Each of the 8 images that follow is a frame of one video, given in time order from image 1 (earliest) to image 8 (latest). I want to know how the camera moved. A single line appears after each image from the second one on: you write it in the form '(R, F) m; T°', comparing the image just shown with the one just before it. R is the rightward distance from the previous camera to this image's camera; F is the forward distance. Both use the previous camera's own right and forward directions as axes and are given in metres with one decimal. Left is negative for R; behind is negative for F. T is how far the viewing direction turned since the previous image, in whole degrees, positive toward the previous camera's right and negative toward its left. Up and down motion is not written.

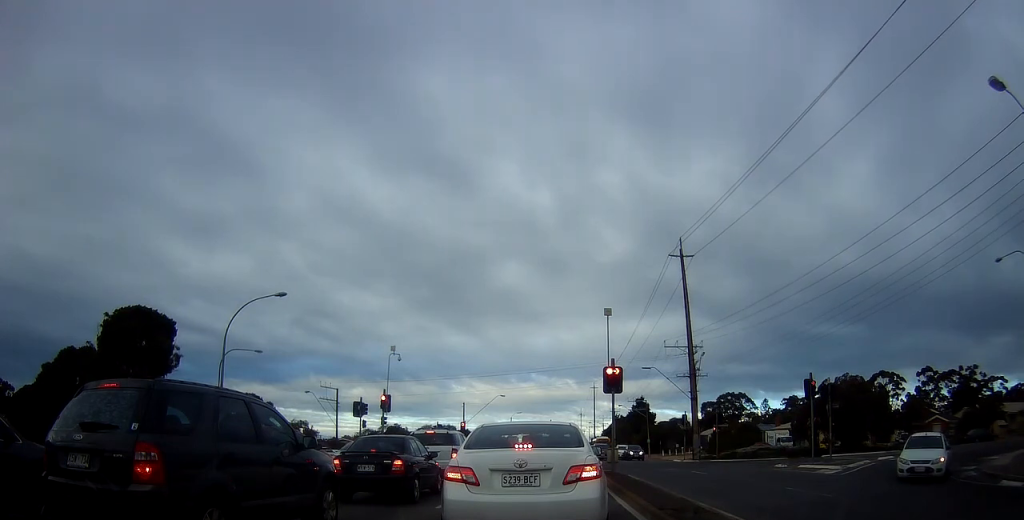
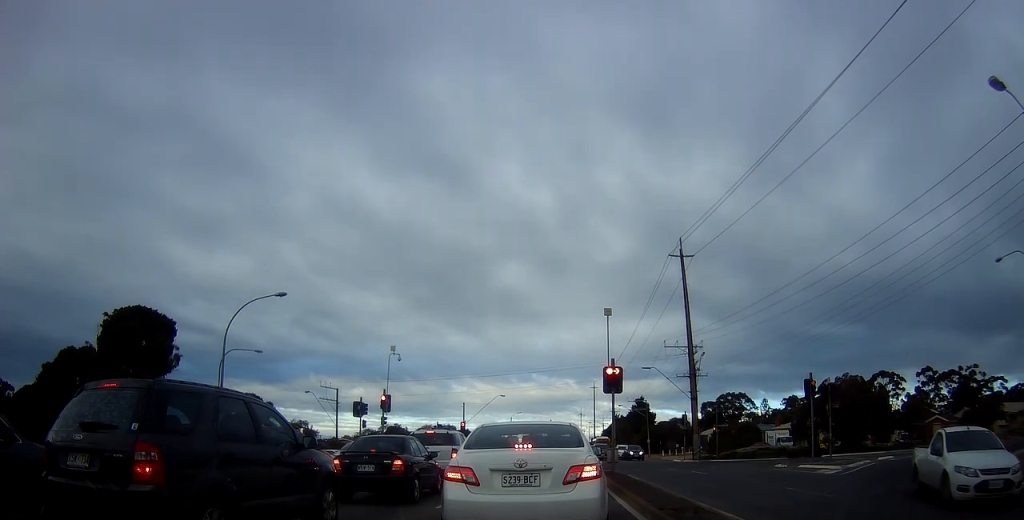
(0.0, 0.0) m; 0°
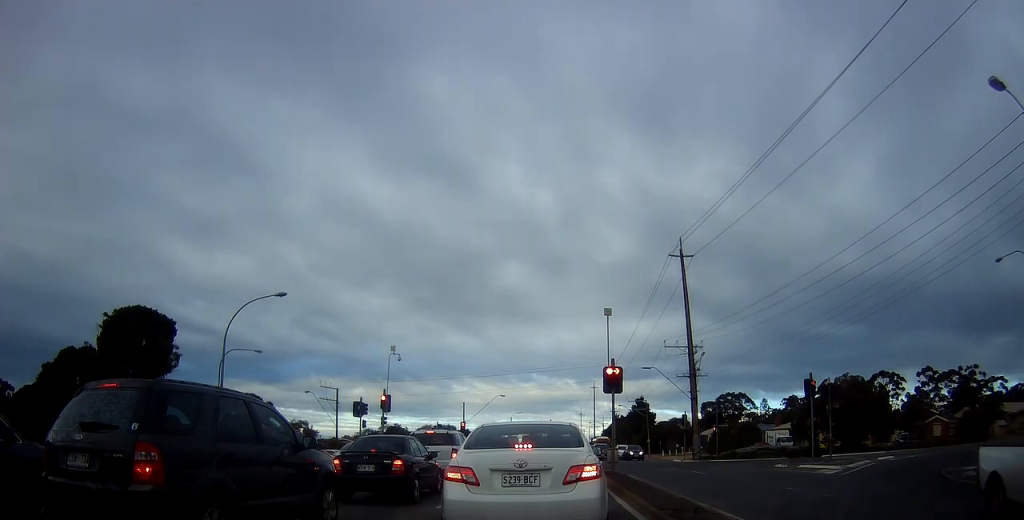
(0.0, 0.0) m; 0°
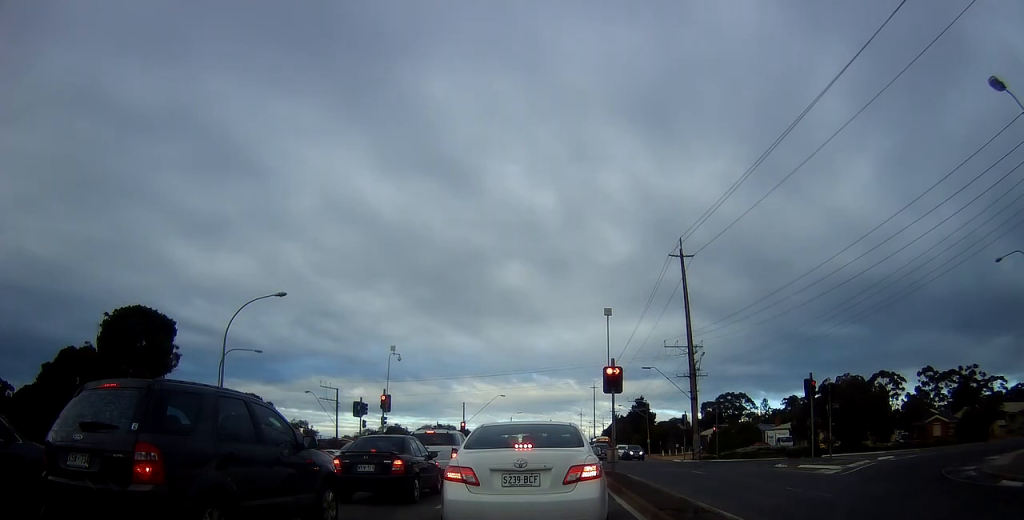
(0.0, 0.0) m; 0°
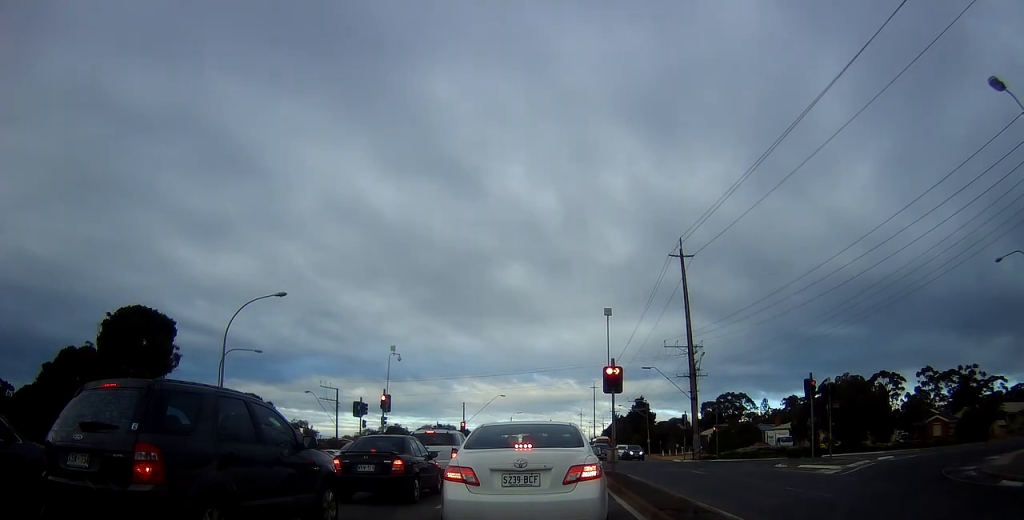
(0.0, 0.0) m; 0°
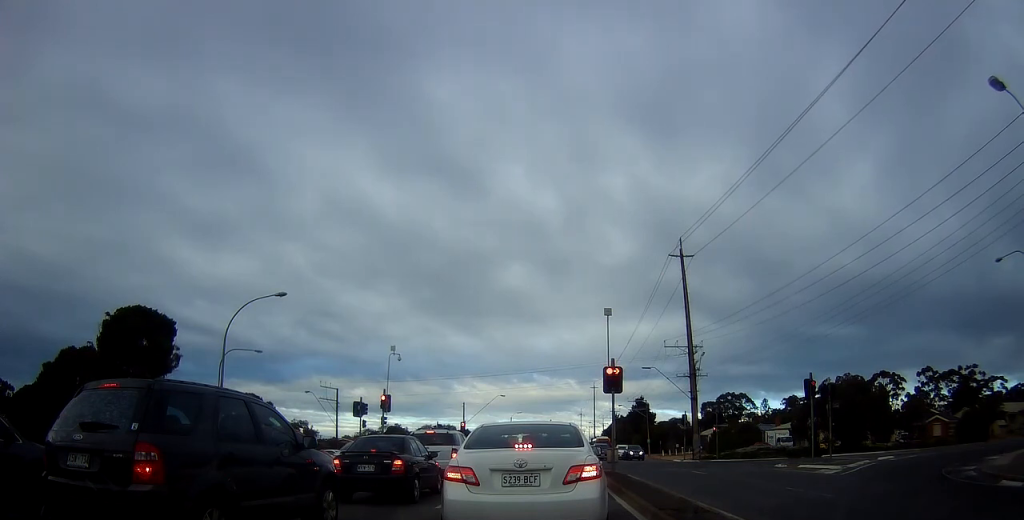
(0.0, 0.0) m; 0°
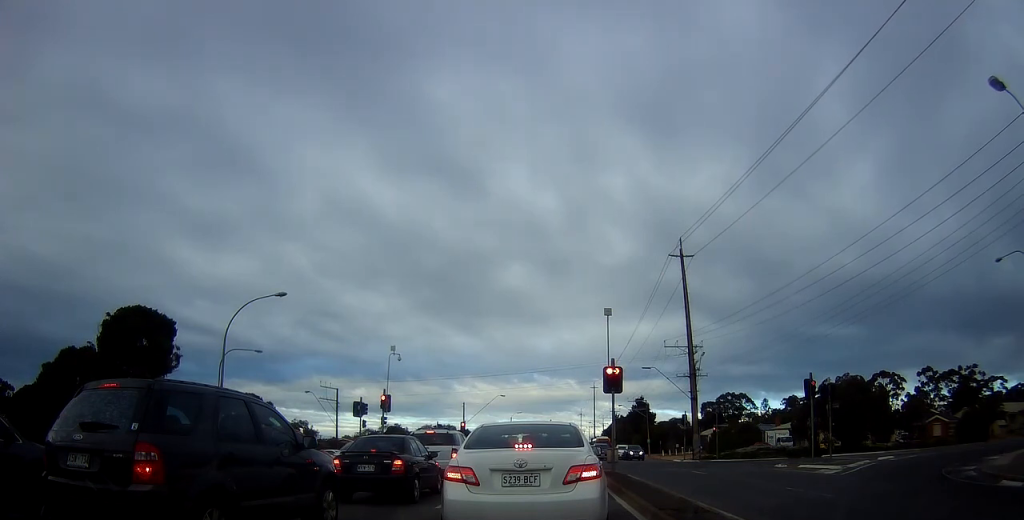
(0.0, 0.0) m; 0°
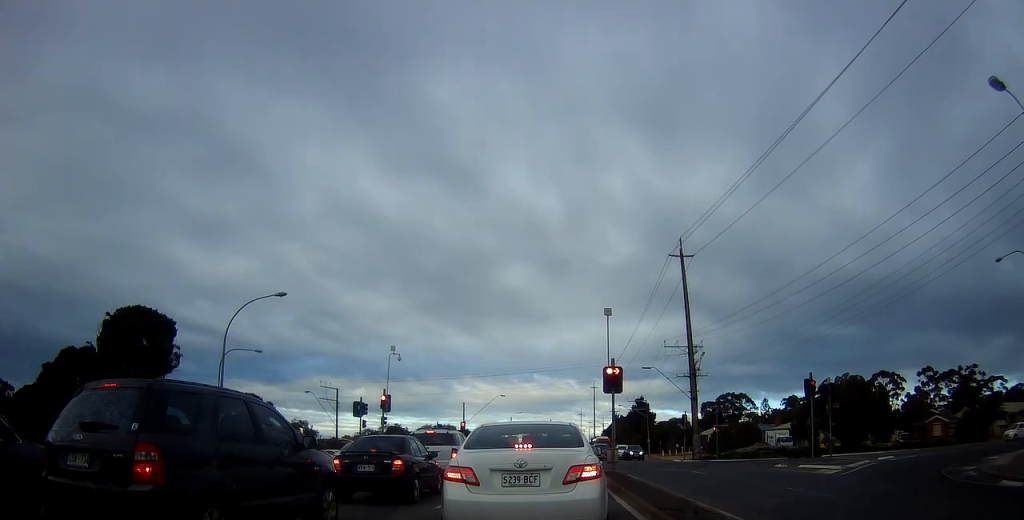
(0.0, 0.0) m; 0°
